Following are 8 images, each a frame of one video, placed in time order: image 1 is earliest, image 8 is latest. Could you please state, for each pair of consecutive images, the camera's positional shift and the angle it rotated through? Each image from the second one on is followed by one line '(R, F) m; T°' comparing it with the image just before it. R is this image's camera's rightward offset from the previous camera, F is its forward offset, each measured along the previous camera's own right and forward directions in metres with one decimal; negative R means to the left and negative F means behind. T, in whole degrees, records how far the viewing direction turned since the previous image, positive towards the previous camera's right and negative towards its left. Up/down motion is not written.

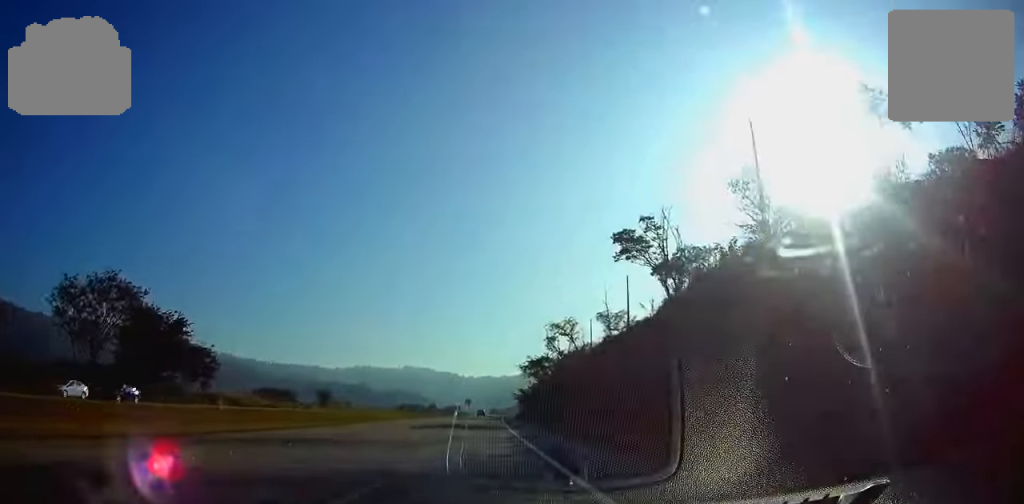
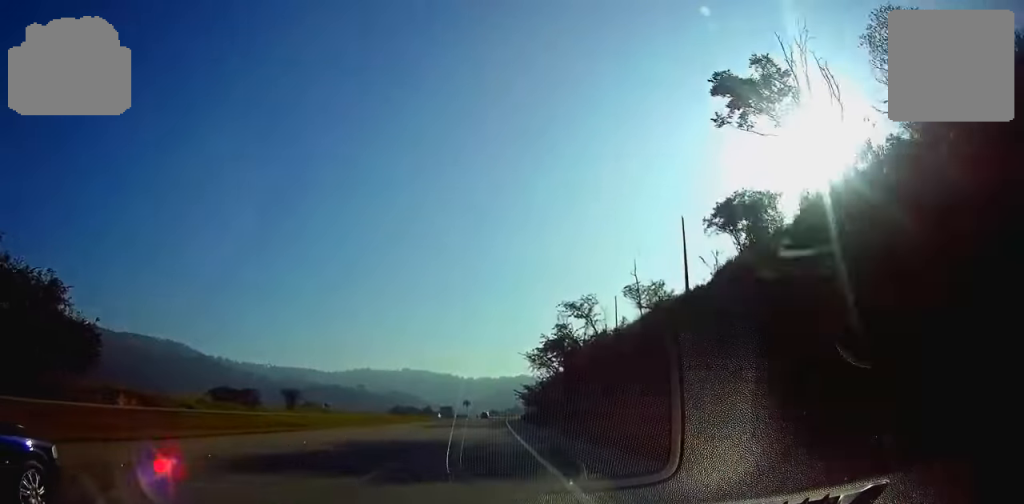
(-0.1, +29.3) m; 0°
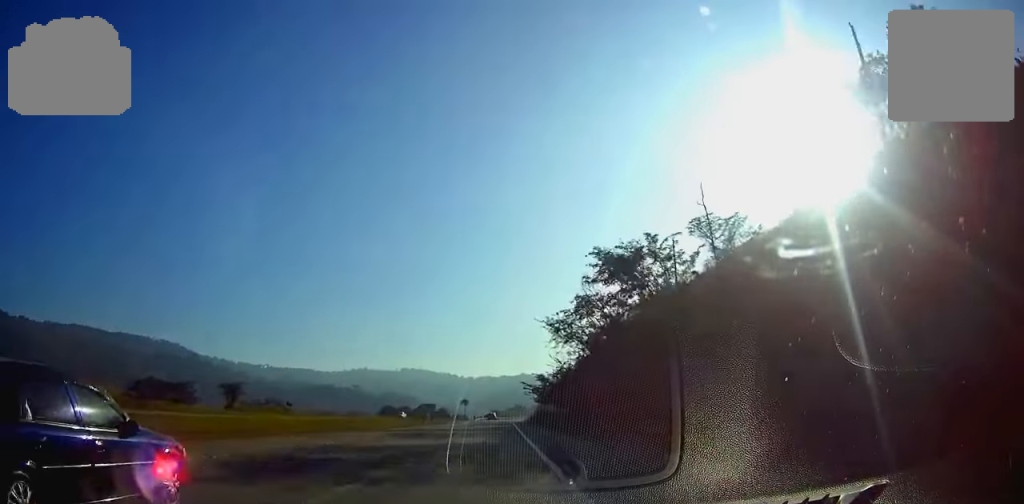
(+0.1, +37.1) m; 0°
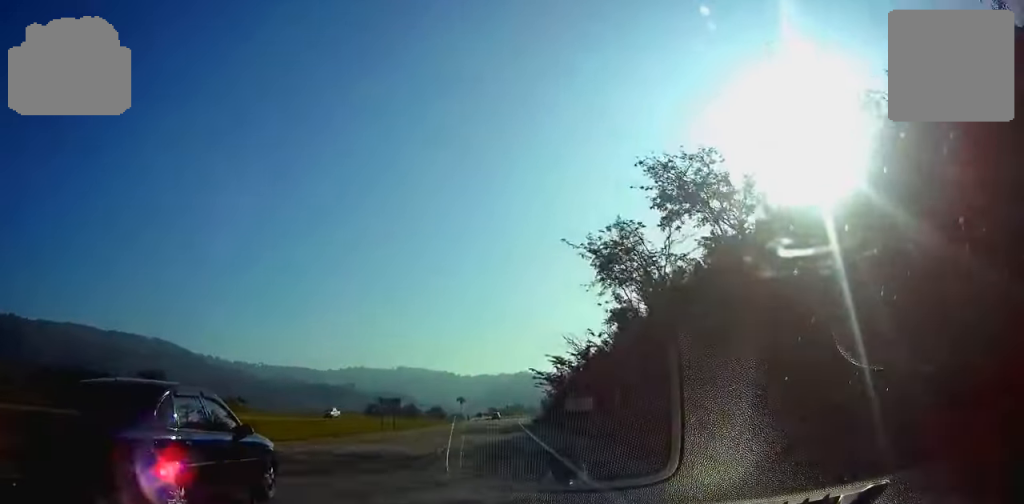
(+0.1, +29.4) m; 0°
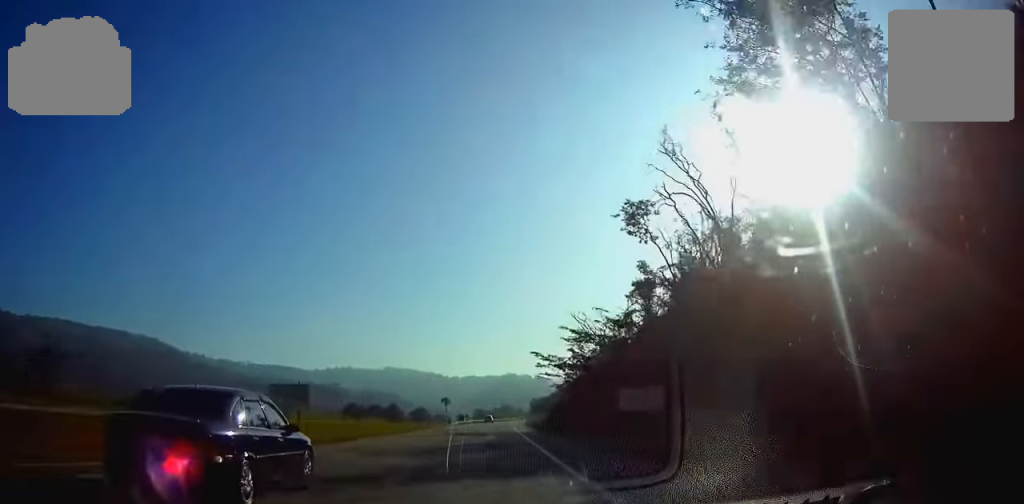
(-0.1, +24.0) m; +1°
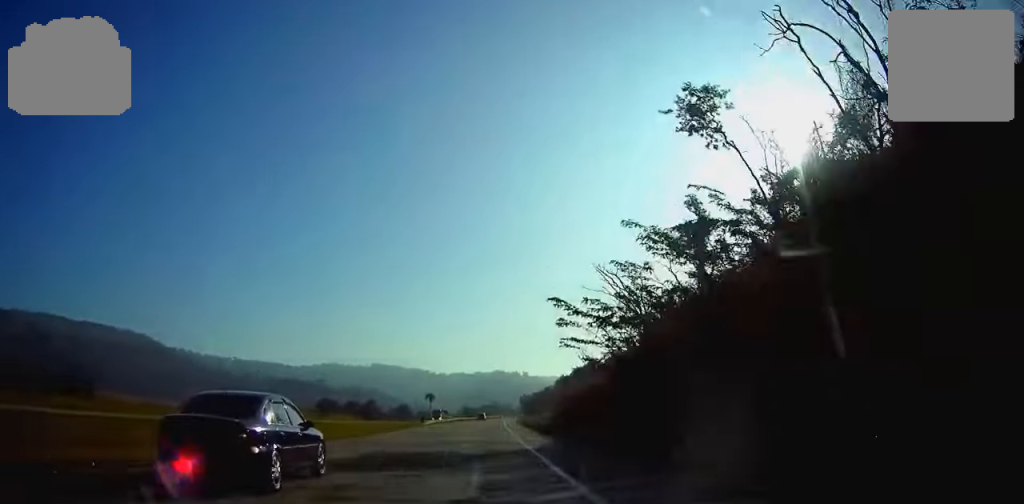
(+0.3, +25.2) m; +1°
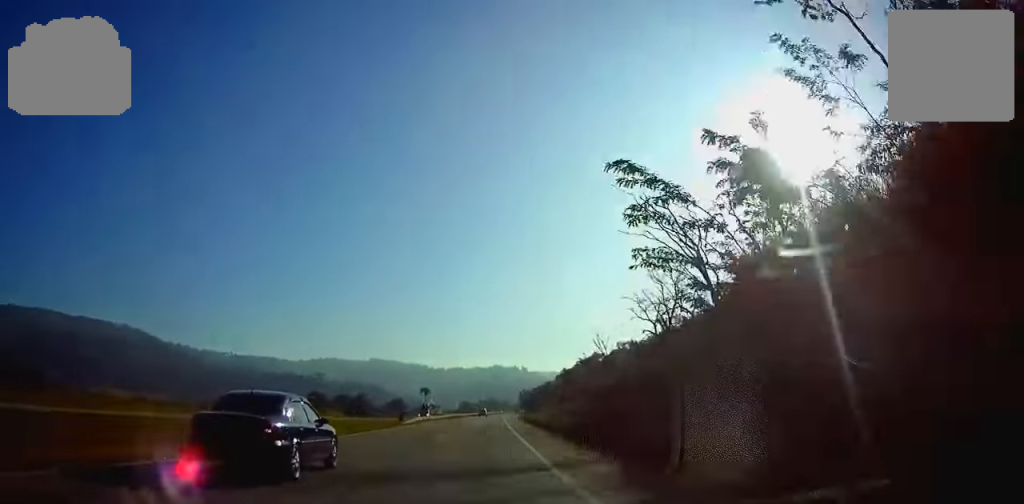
(+0.1, +16.5) m; 0°
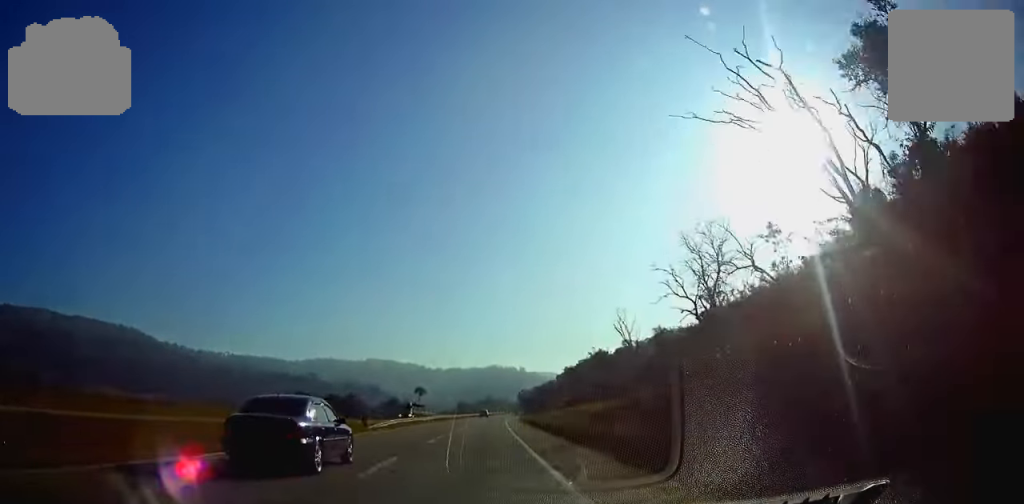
(0.0, +16.5) m; 0°
